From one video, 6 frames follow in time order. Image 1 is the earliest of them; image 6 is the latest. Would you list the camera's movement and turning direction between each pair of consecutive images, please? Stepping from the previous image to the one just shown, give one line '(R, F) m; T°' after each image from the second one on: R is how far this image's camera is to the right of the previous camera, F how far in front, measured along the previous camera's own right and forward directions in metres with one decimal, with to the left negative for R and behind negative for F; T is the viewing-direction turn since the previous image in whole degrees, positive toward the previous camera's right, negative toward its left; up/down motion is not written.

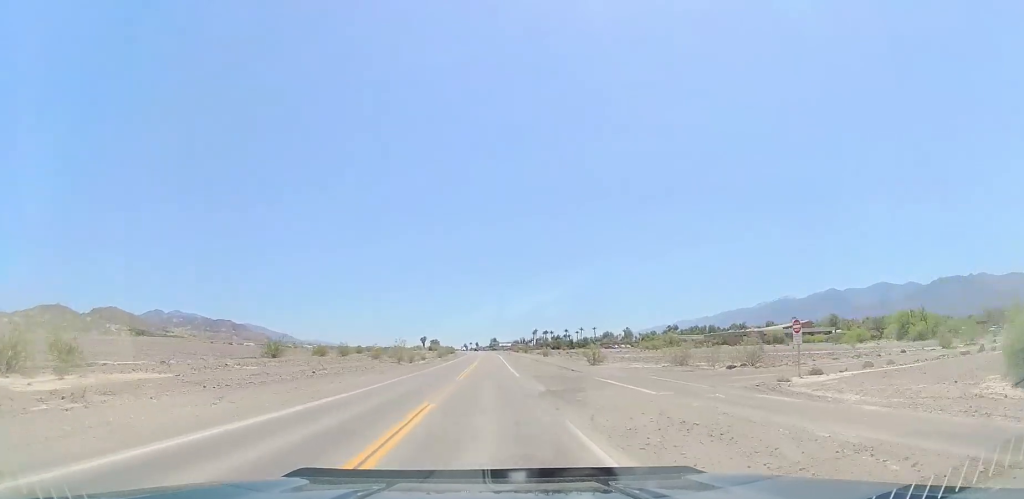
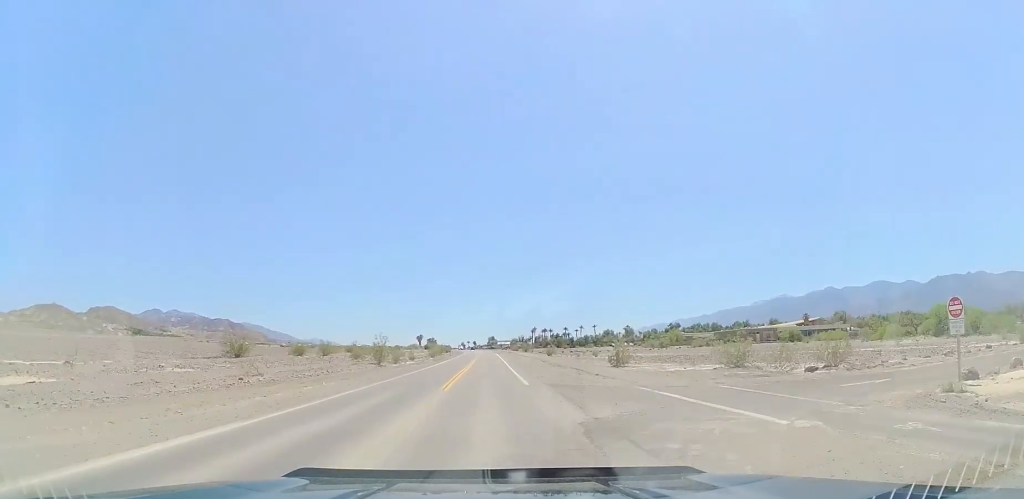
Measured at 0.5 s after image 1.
(-0.1, +9.8) m; +1°
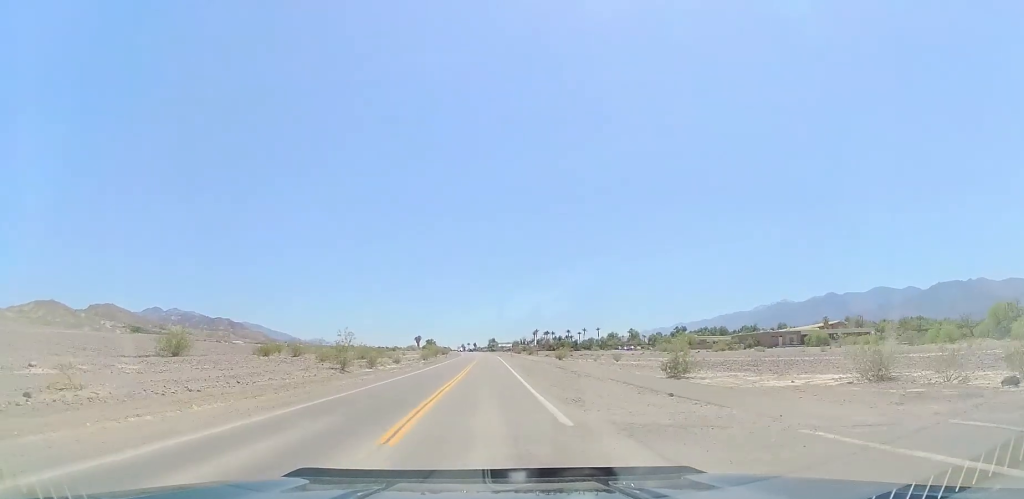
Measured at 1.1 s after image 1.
(+0.3, +12.7) m; +2°
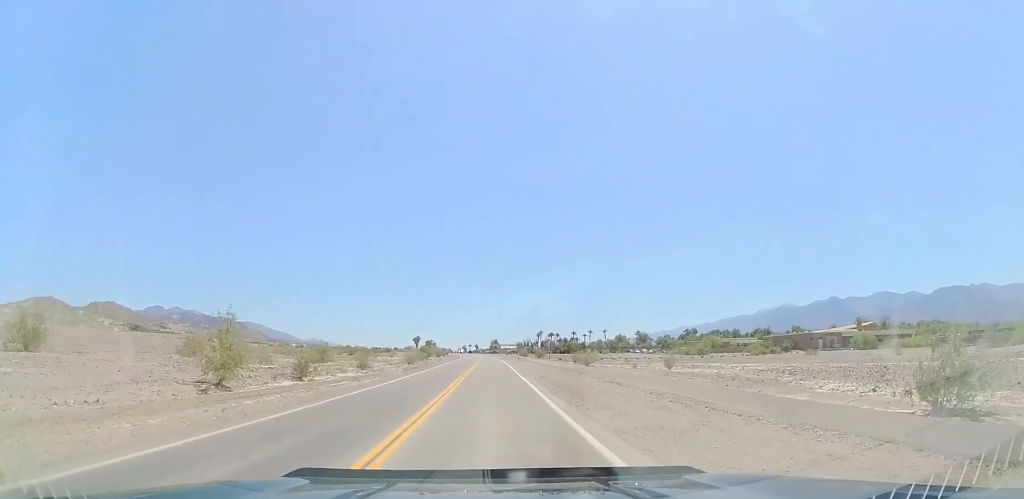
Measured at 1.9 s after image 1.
(+0.6, +18.5) m; +2°
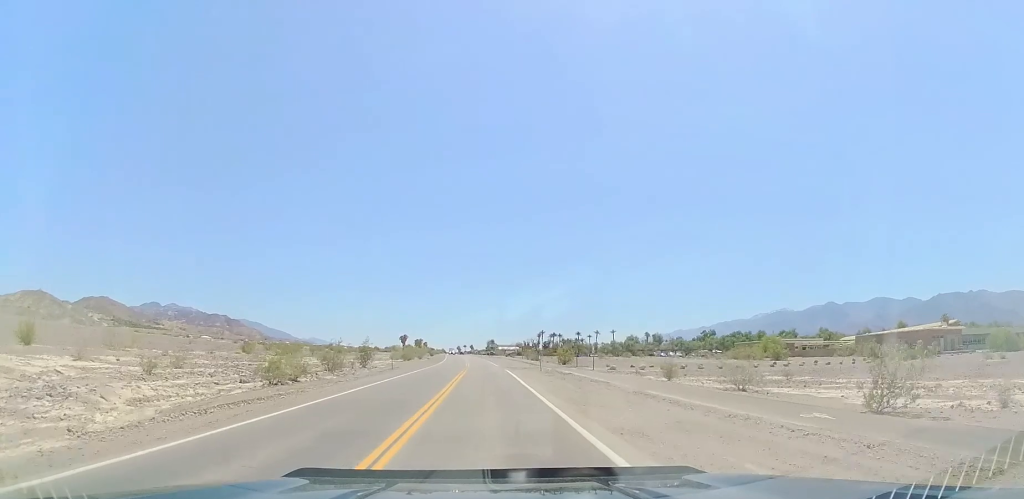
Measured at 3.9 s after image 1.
(-1.3, +41.9) m; -4°
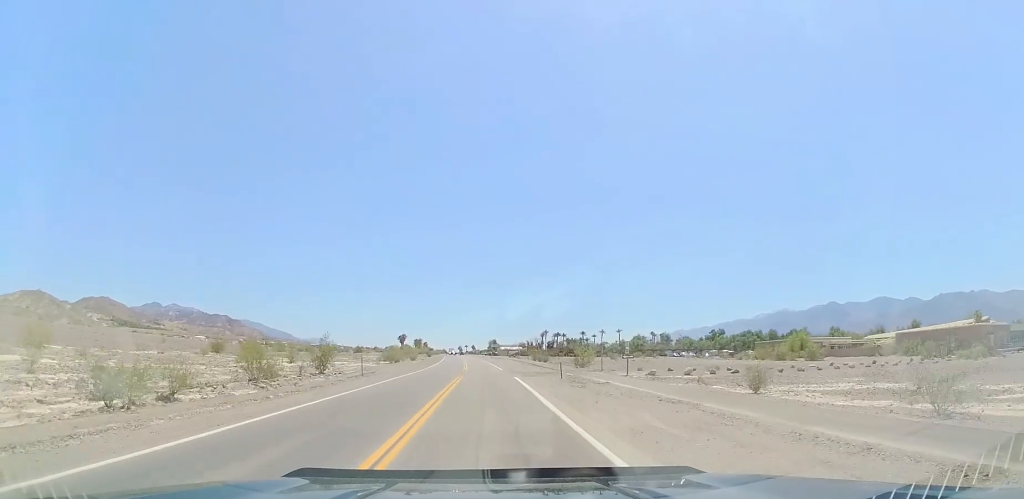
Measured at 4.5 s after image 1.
(0.0, +12.1) m; 0°
